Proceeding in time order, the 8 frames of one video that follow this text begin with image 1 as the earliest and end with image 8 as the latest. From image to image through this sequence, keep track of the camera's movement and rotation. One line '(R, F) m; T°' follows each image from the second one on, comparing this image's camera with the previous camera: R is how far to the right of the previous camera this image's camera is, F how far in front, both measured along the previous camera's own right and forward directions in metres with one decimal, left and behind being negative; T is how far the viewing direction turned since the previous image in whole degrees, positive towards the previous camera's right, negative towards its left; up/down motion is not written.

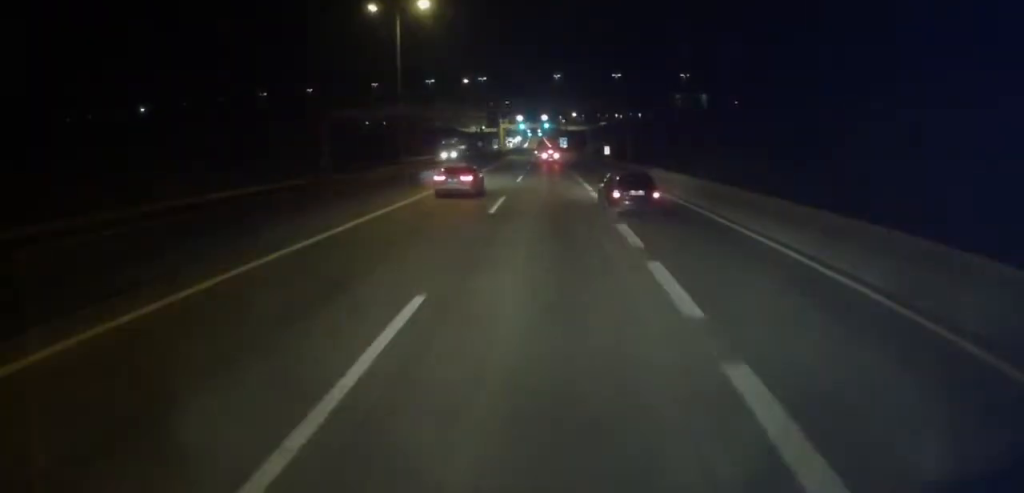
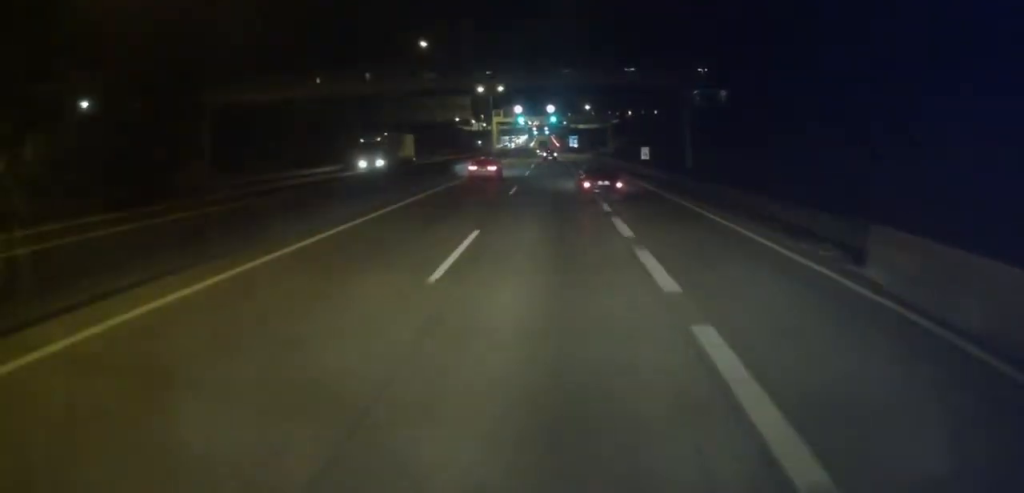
(-0.2, +28.2) m; -1°
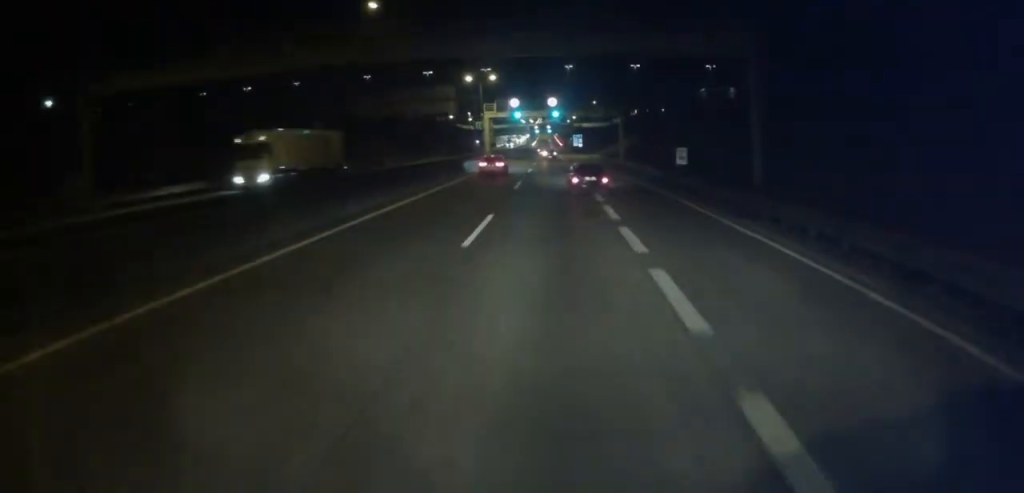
(0.0, +16.1) m; -1°
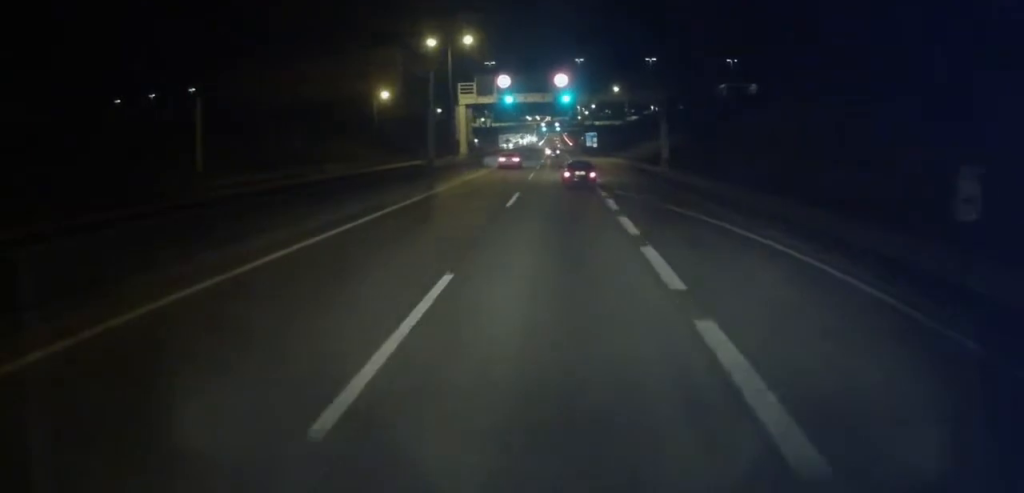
(-0.2, +29.2) m; 0°
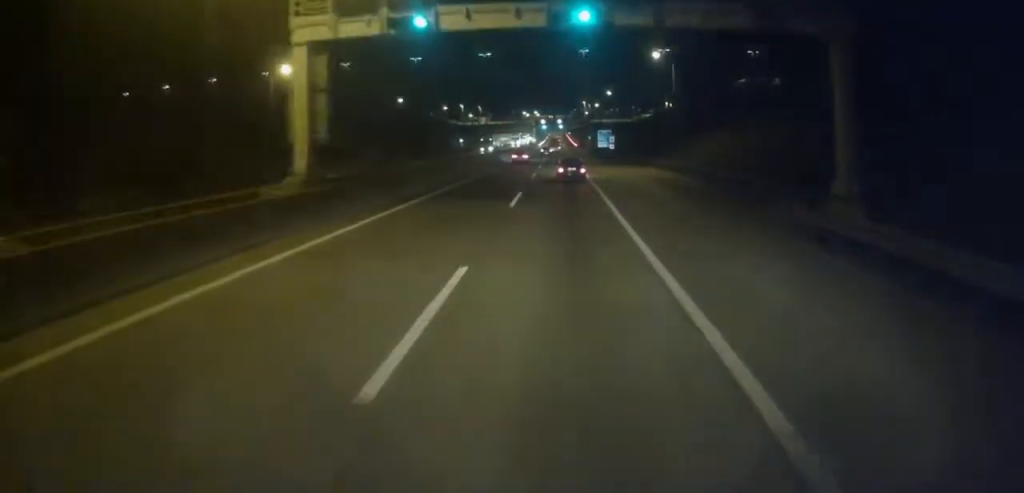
(0.0, +36.4) m; -2°
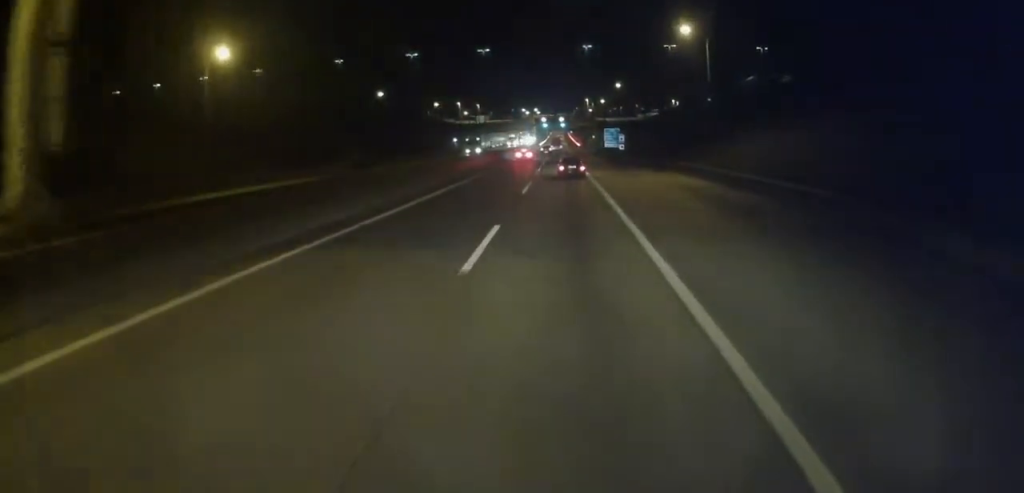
(-0.2, +12.4) m; -1°
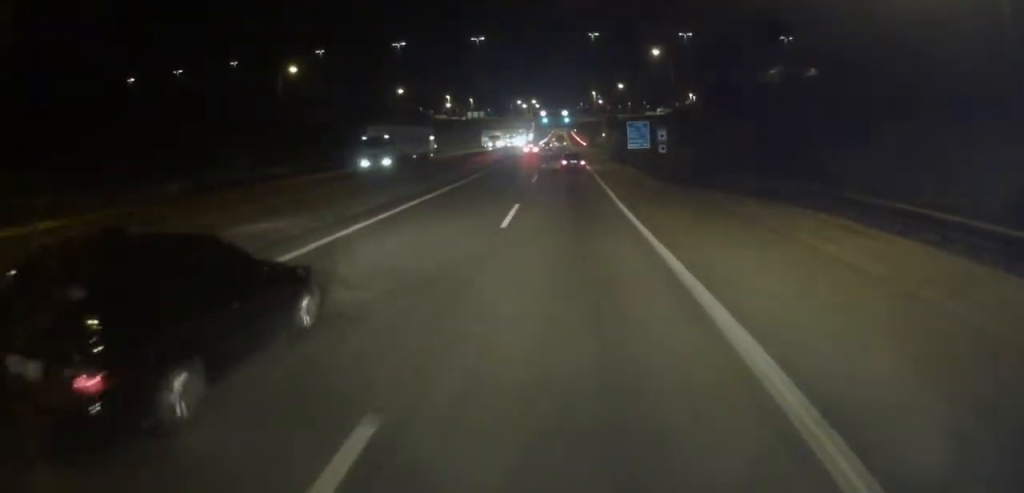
(+0.1, +30.8) m; +1°
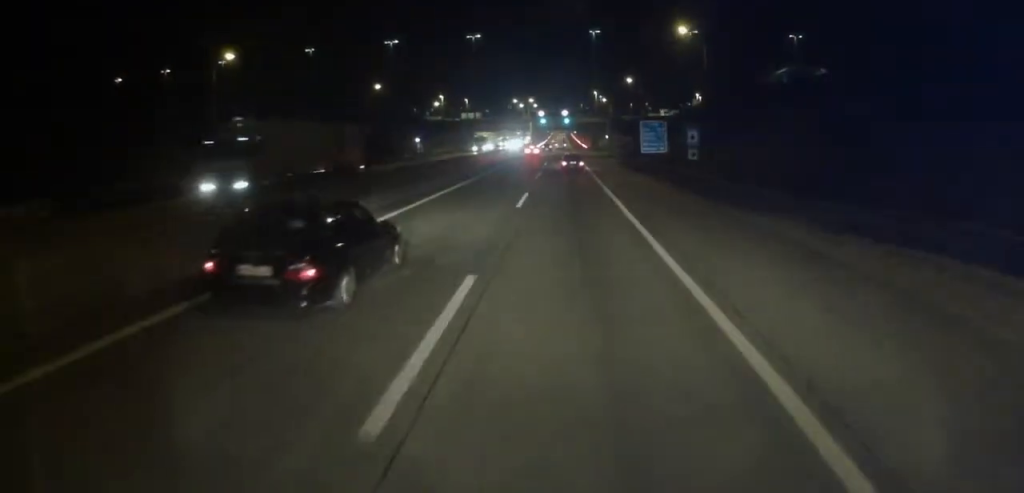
(0.0, +12.0) m; 0°
